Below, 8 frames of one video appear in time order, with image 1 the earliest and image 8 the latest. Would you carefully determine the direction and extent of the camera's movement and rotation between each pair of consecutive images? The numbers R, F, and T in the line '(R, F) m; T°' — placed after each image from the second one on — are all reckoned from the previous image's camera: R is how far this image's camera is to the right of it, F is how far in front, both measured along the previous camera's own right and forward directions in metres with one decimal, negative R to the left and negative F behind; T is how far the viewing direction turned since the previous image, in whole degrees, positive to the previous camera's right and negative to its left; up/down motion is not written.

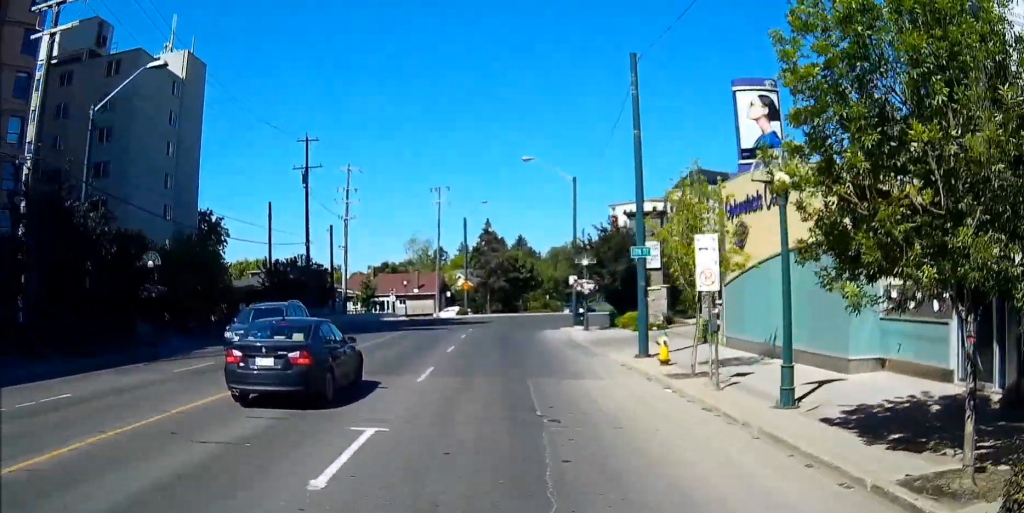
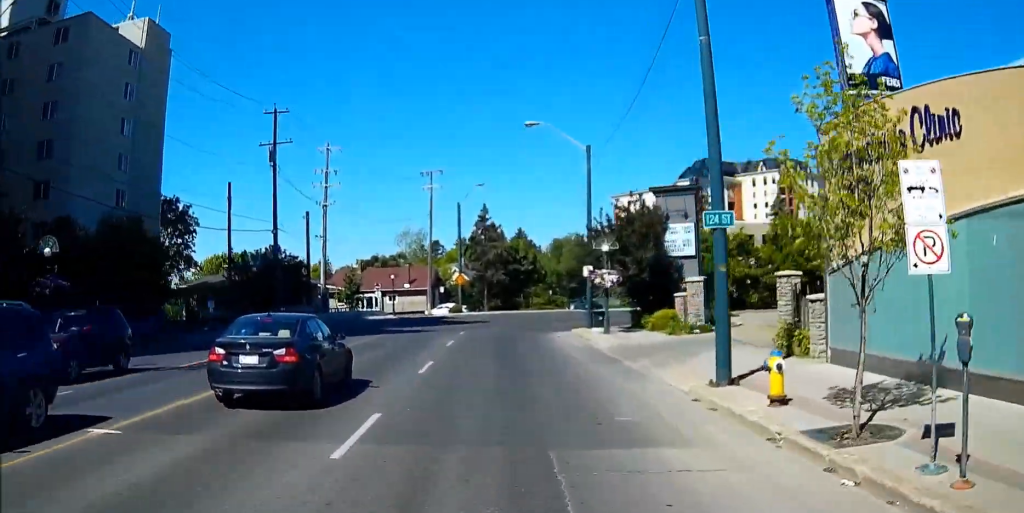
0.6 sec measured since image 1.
(0.0, +8.6) m; 0°
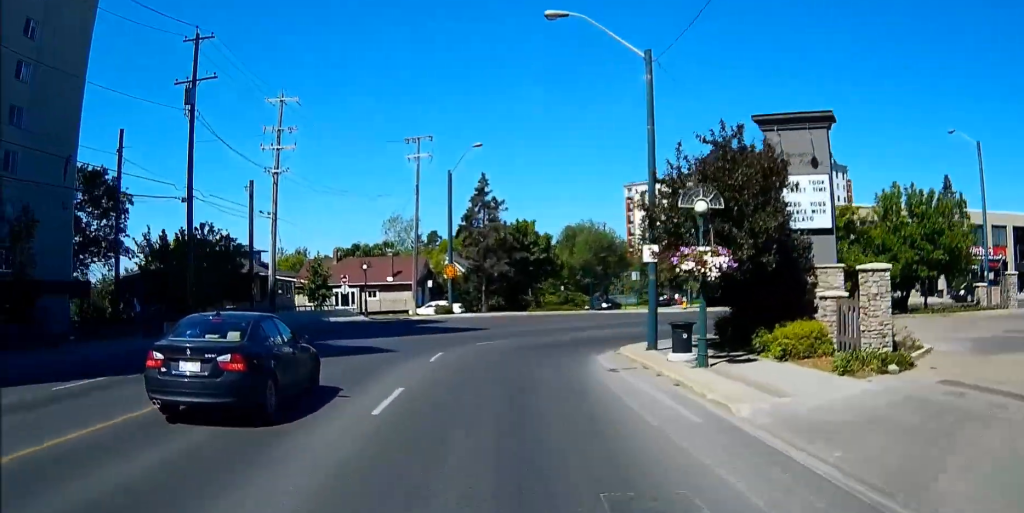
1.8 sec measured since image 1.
(0.0, +14.7) m; 0°
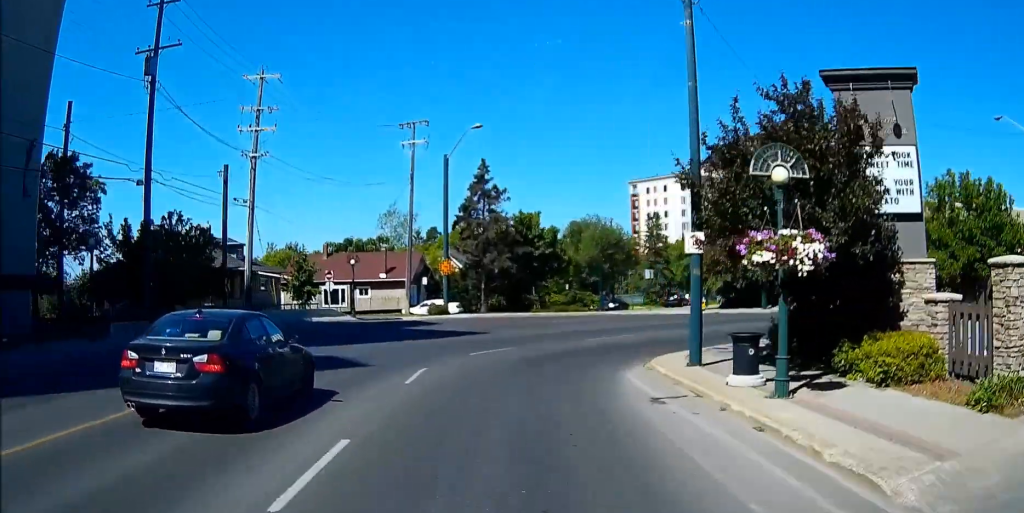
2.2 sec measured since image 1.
(0.0, +5.0) m; 0°
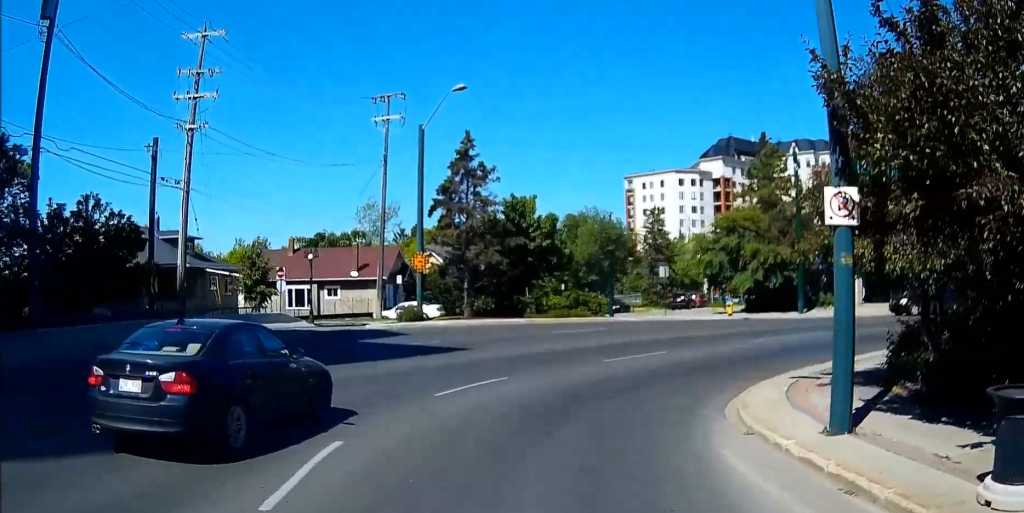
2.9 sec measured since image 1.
(0.0, +8.0) m; +6°
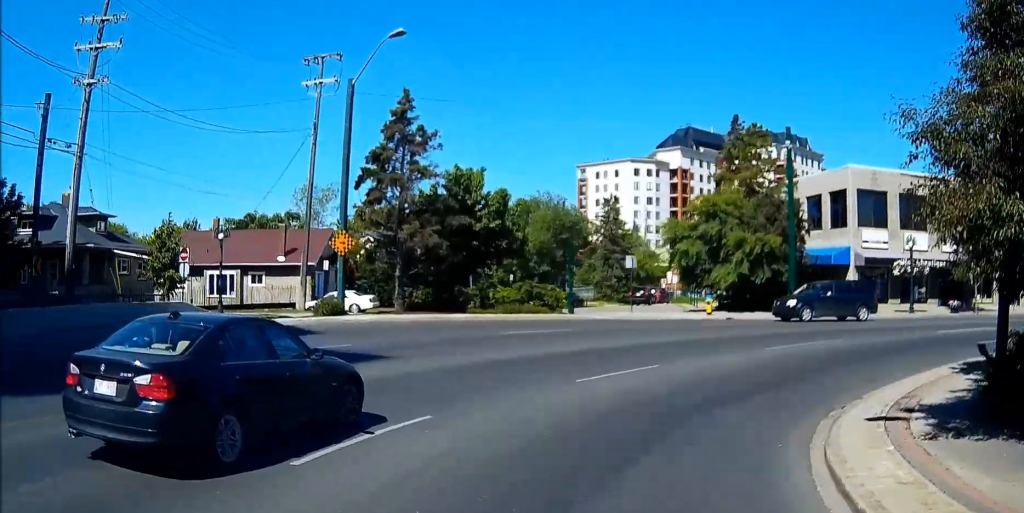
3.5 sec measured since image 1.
(+0.3, +5.9) m; +6°
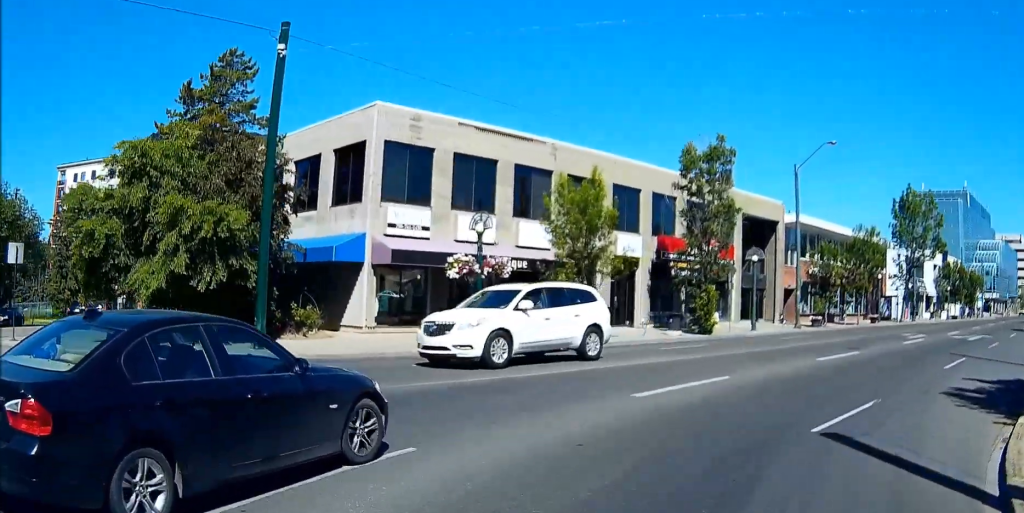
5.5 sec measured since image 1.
(+3.9, +16.2) m; +36°
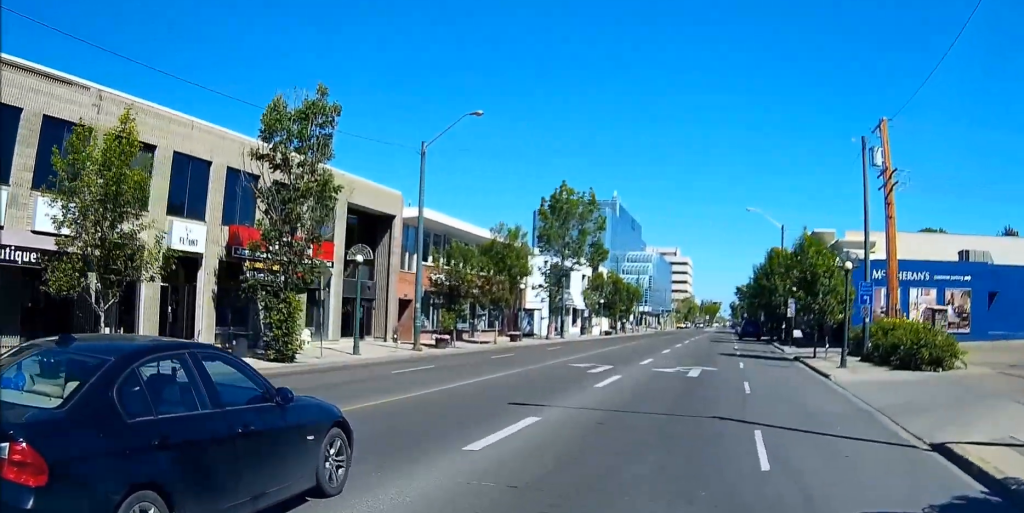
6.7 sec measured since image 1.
(+2.8, +9.4) m; +24°
